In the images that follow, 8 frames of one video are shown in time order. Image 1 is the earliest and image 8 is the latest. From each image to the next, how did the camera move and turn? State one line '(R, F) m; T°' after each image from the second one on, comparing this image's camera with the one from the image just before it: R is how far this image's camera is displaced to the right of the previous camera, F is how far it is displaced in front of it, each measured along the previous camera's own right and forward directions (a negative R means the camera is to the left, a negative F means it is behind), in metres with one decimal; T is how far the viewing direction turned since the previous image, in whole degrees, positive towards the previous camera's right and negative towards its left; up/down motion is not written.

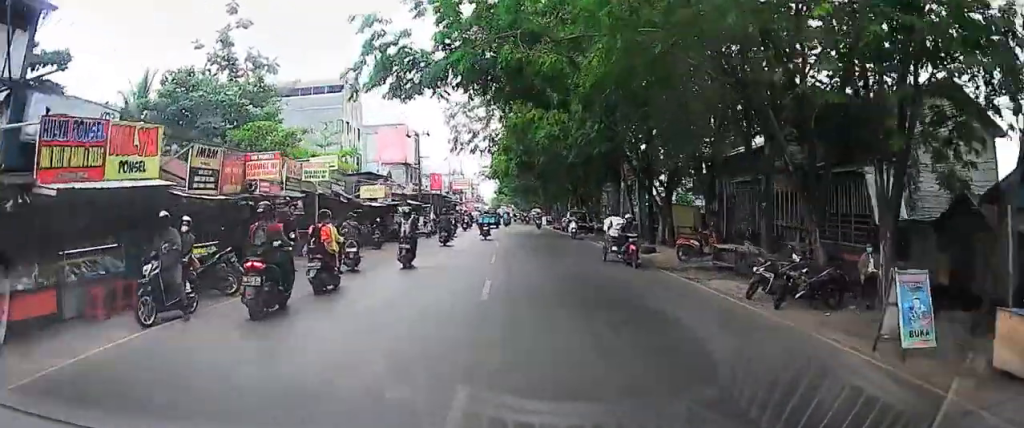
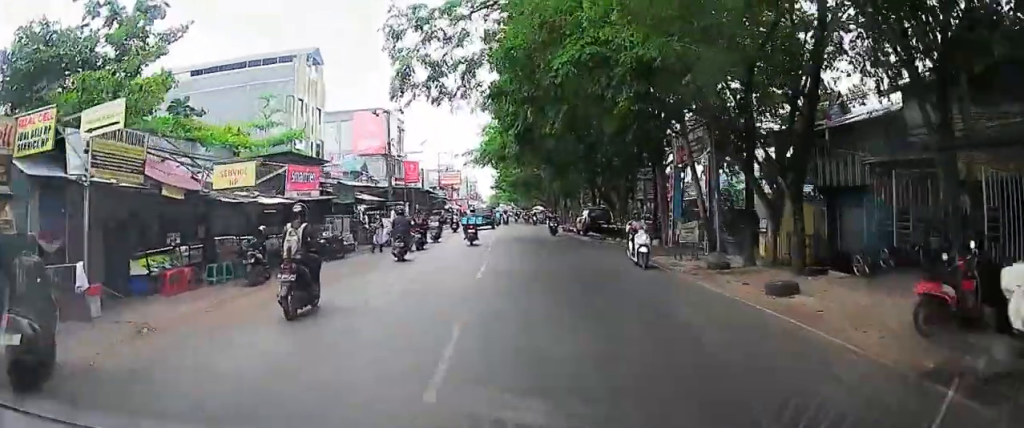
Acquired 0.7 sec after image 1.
(0.0, +13.2) m; +1°
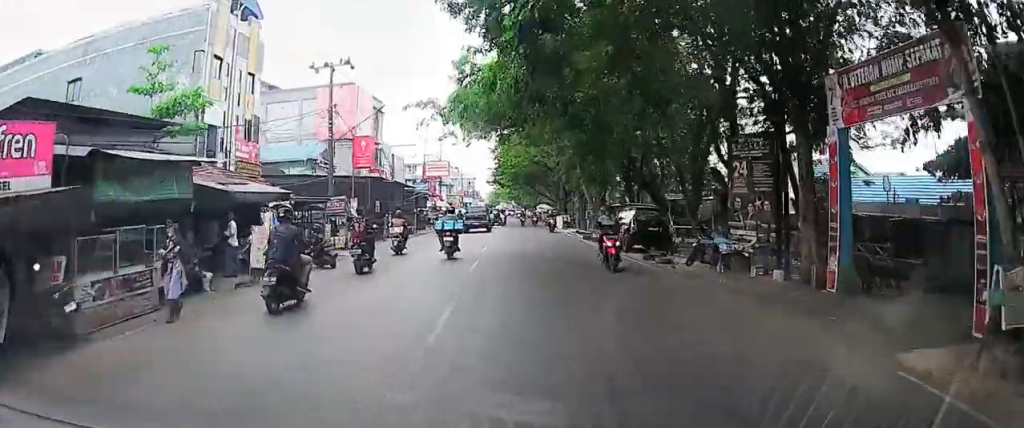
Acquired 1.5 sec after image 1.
(+0.2, +14.5) m; +1°
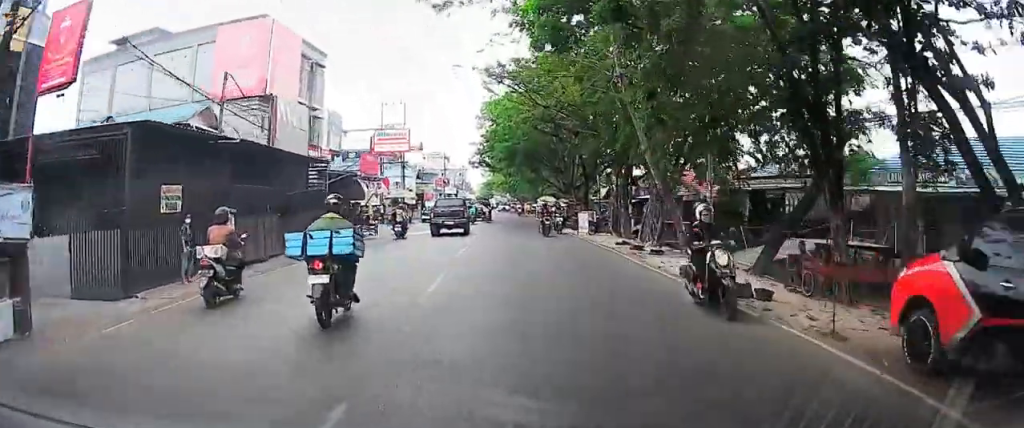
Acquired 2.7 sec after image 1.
(+0.1, +21.3) m; 0°
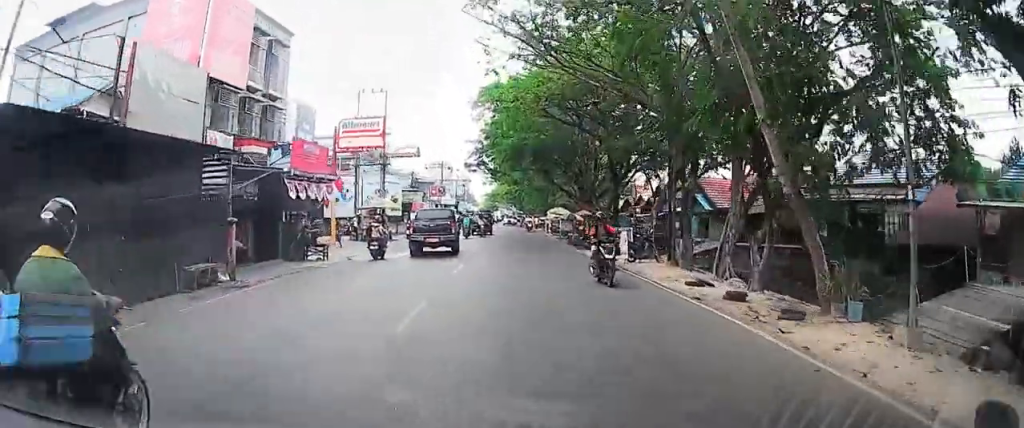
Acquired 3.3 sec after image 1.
(0.0, +10.2) m; 0°
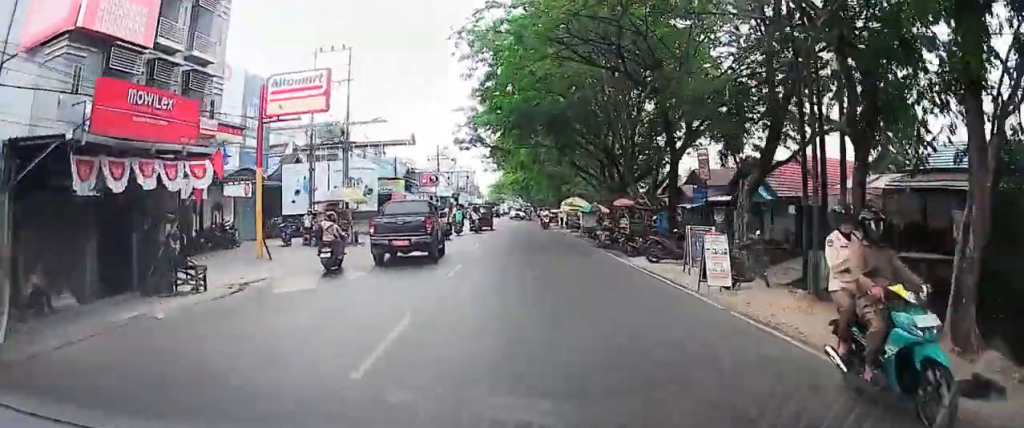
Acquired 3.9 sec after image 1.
(0.0, +10.8) m; 0°
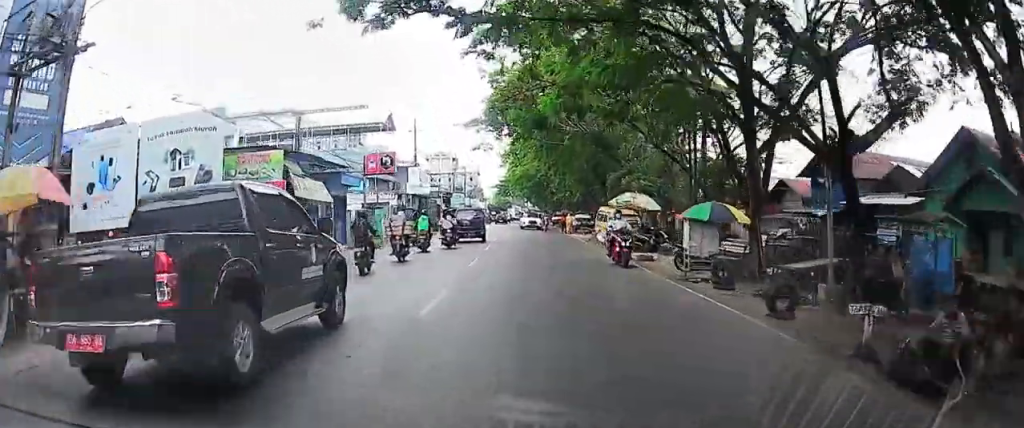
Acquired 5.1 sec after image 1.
(0.0, +22.3) m; 0°
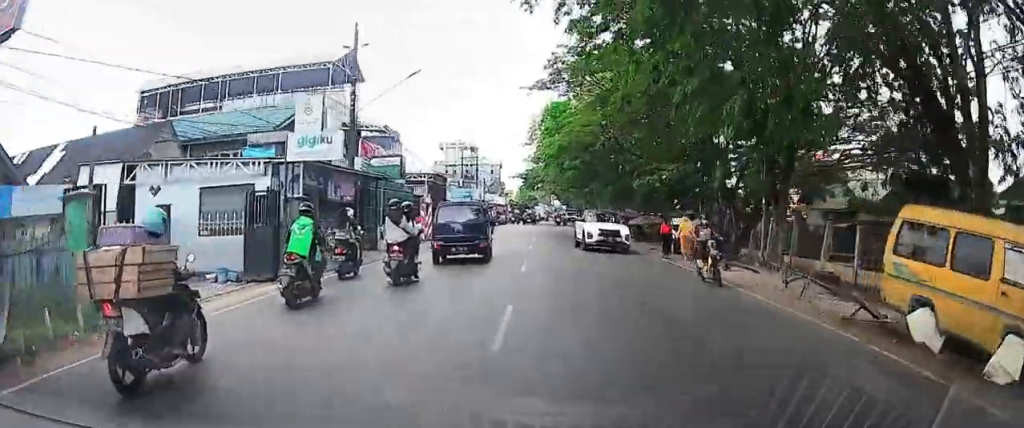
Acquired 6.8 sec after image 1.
(0.0, +28.6) m; 0°
